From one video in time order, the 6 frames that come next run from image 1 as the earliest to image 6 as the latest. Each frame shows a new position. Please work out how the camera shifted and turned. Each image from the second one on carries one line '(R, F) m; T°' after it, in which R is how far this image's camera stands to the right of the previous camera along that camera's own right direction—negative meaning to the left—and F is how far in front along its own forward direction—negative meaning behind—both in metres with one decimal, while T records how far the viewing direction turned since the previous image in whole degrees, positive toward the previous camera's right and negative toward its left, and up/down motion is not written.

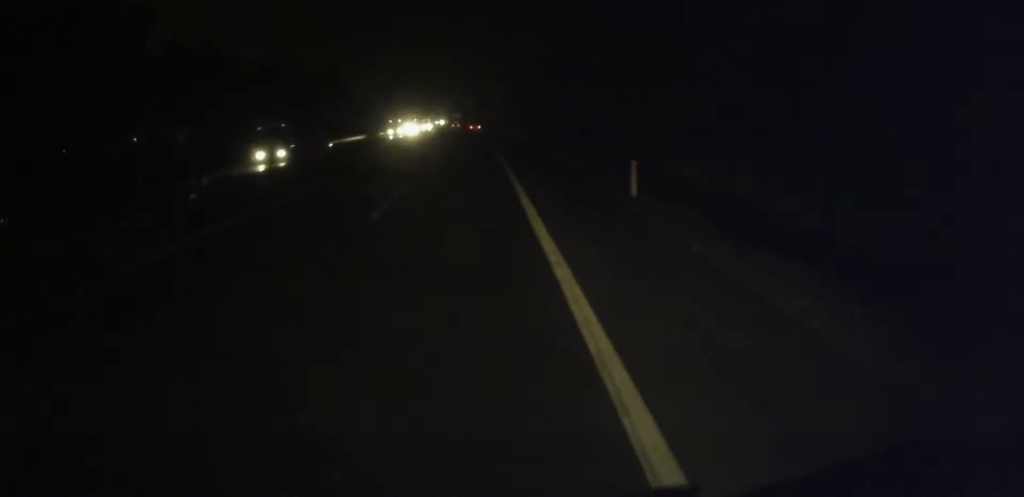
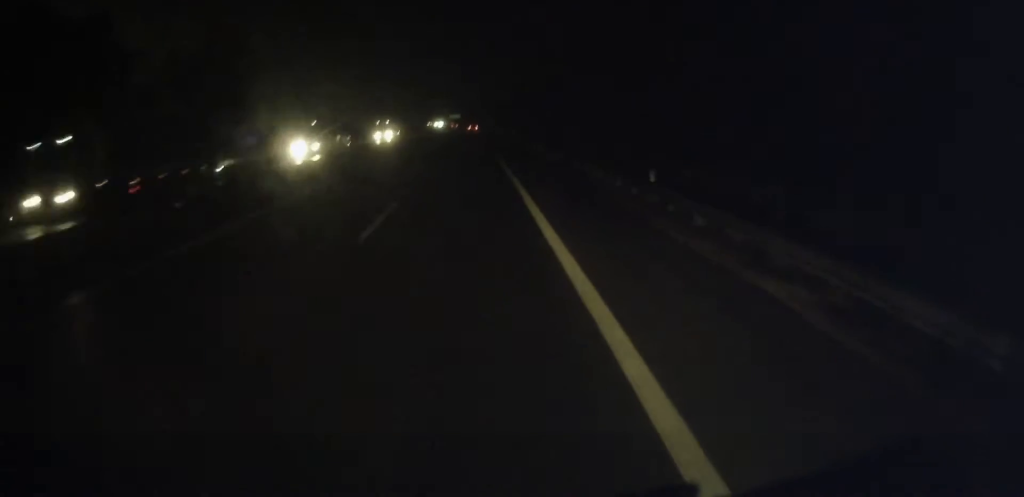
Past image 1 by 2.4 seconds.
(-0.5, +57.5) m; 0°
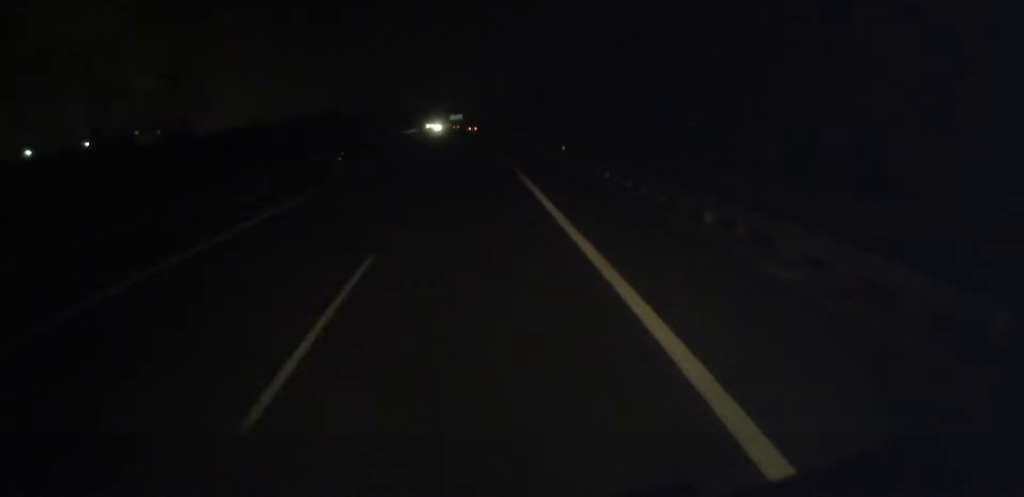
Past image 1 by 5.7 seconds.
(-0.3, +79.8) m; 0°
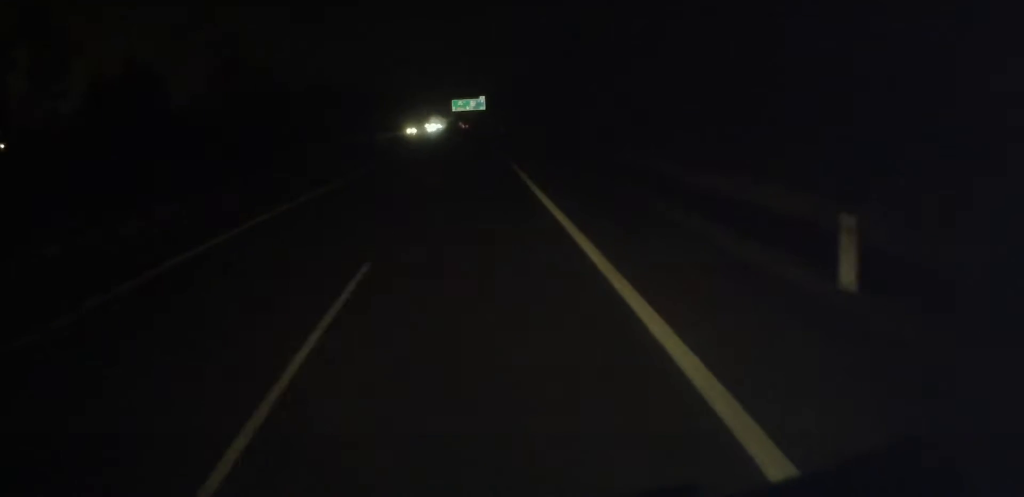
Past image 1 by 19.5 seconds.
(-5.5, +326.7) m; -2°
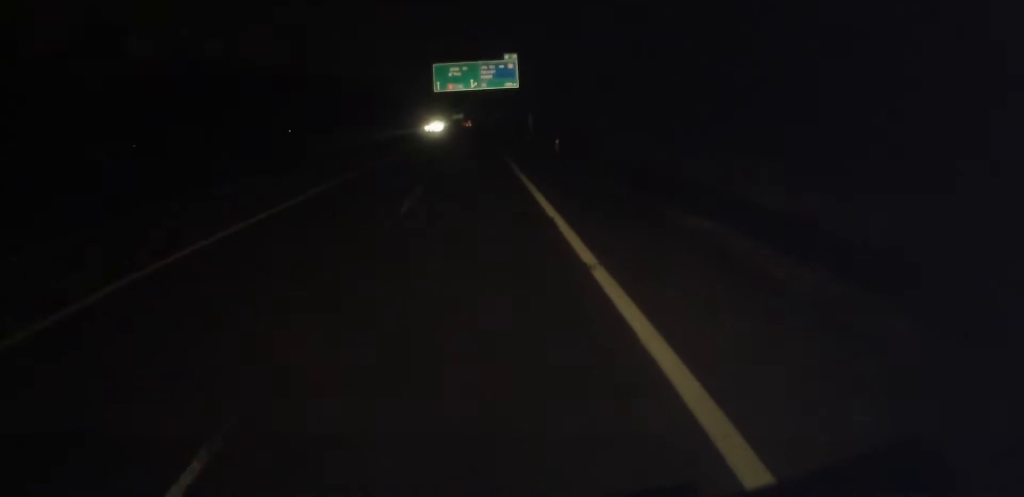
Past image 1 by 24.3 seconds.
(-1.3, +112.9) m; -1°
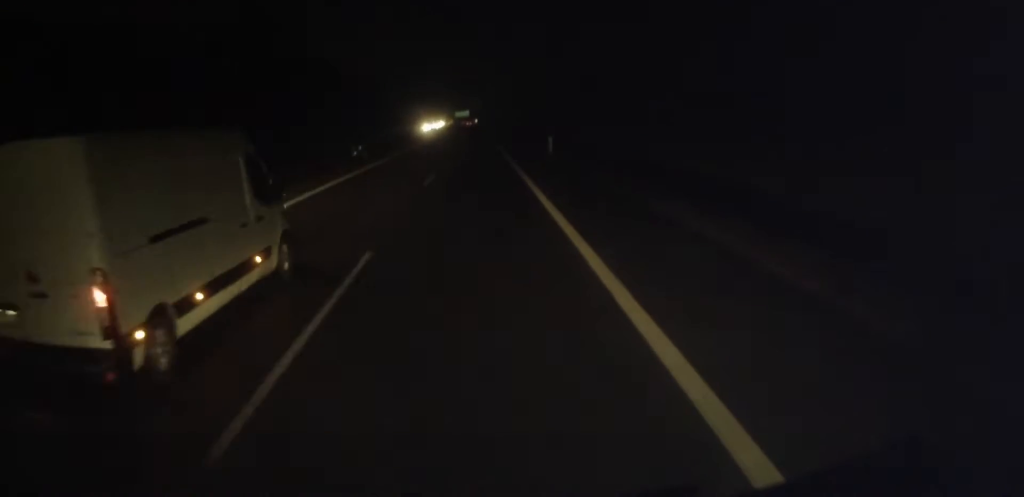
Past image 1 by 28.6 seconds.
(-0.6, +99.9) m; -1°
